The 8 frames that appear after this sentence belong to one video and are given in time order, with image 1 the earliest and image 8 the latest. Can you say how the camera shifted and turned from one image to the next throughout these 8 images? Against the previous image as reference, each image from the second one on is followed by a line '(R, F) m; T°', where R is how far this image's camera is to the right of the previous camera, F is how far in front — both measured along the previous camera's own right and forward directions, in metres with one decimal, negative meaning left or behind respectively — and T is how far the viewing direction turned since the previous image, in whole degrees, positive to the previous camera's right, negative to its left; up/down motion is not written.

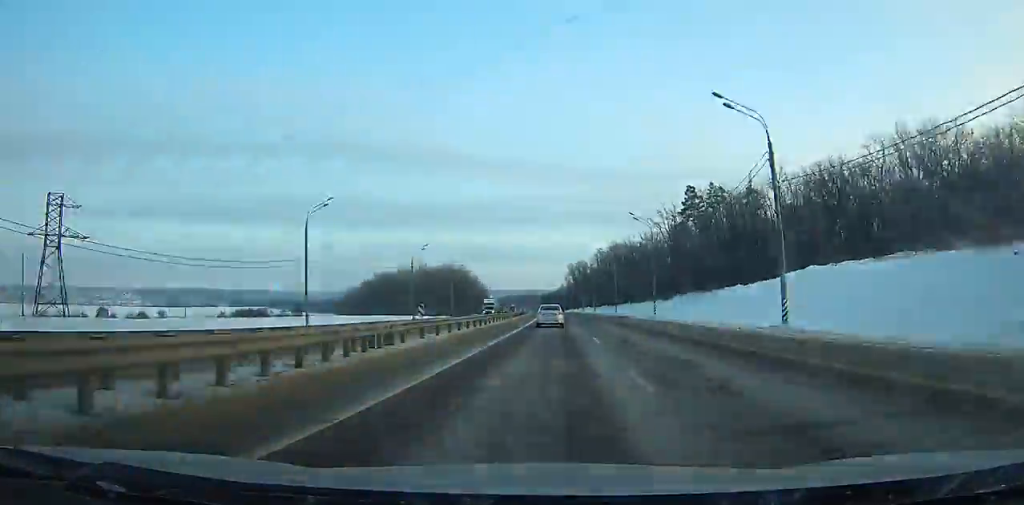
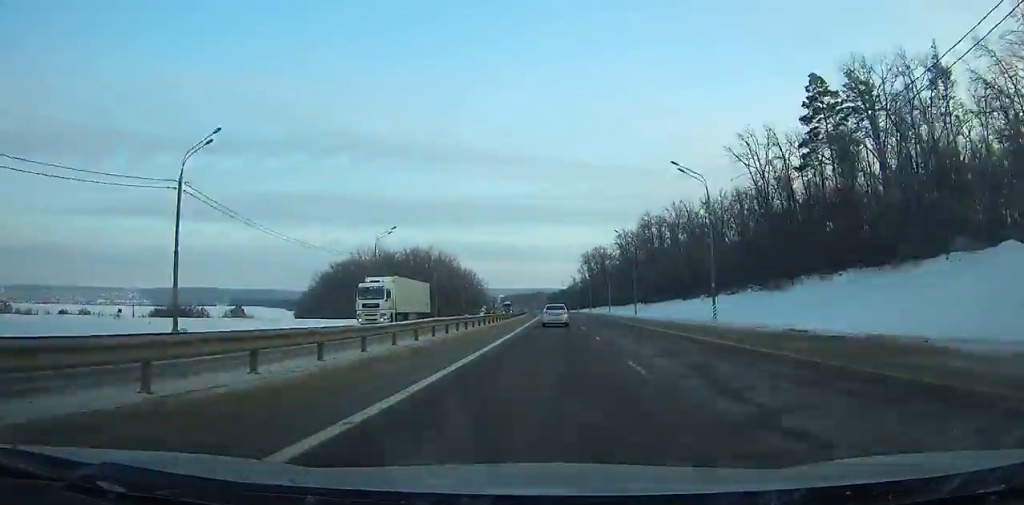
(-0.4, +58.5) m; -1°
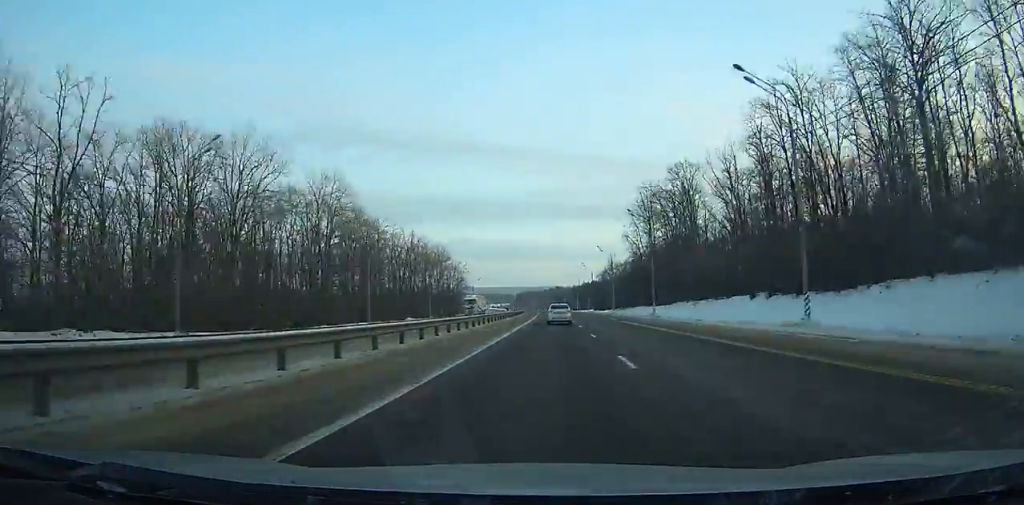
(-2.4, +118.3) m; -2°
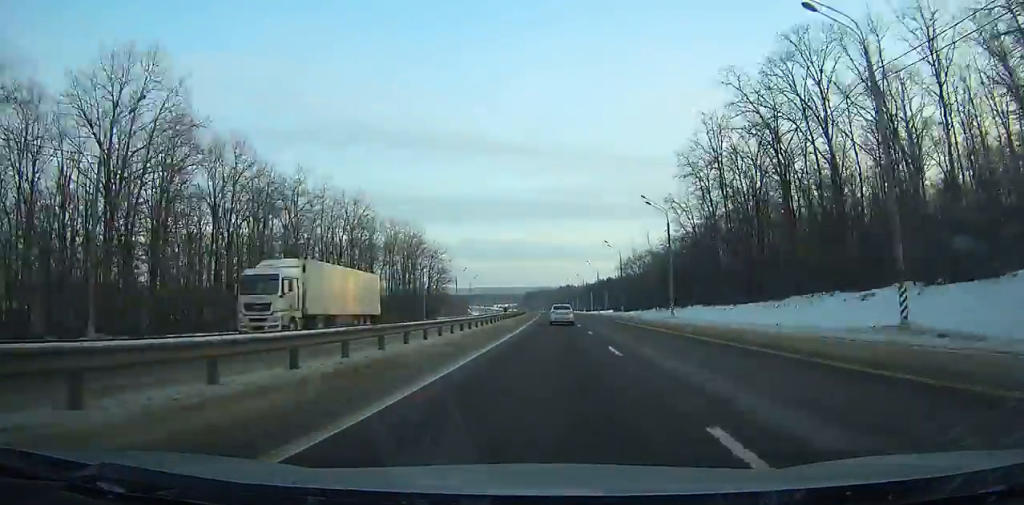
(-0.1, +44.0) m; -1°
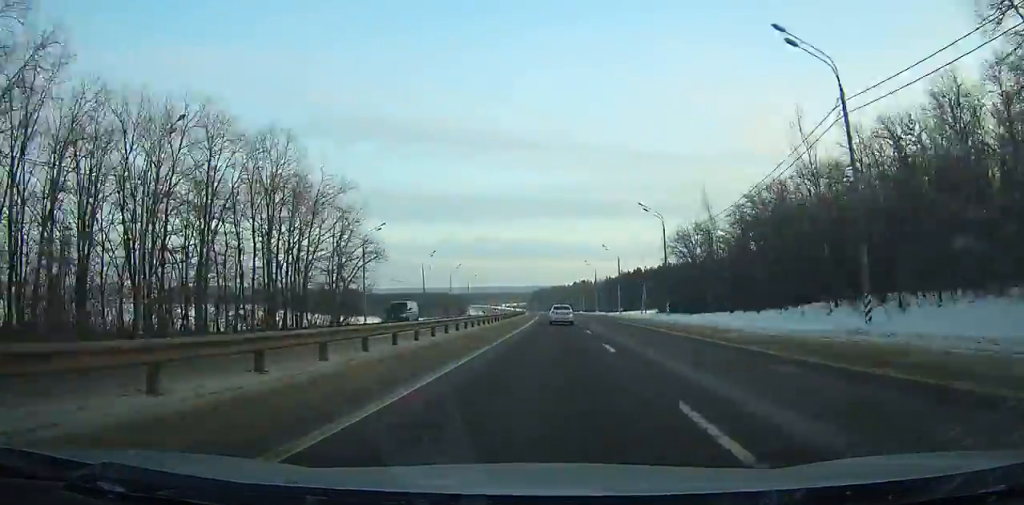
(-1.1, +70.0) m; -1°
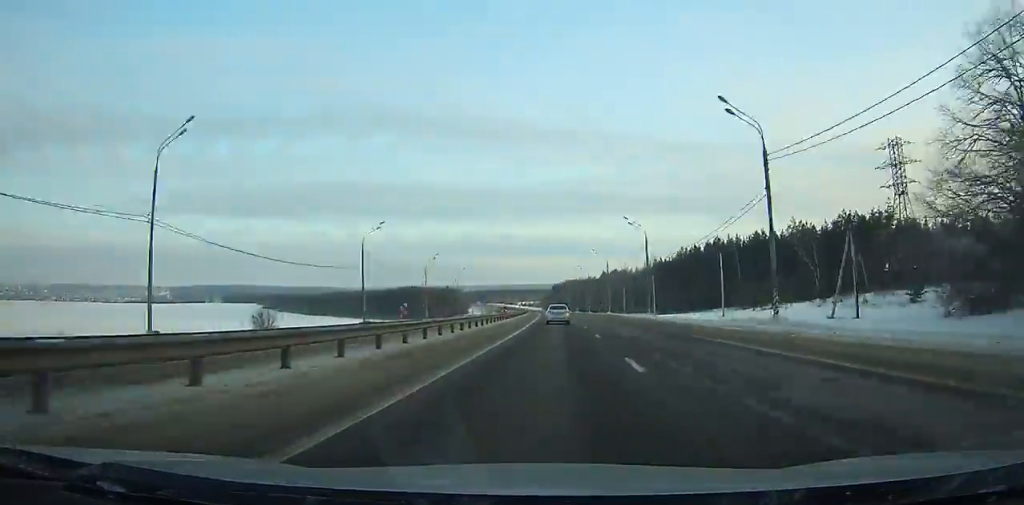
(-1.6, +99.6) m; -2°
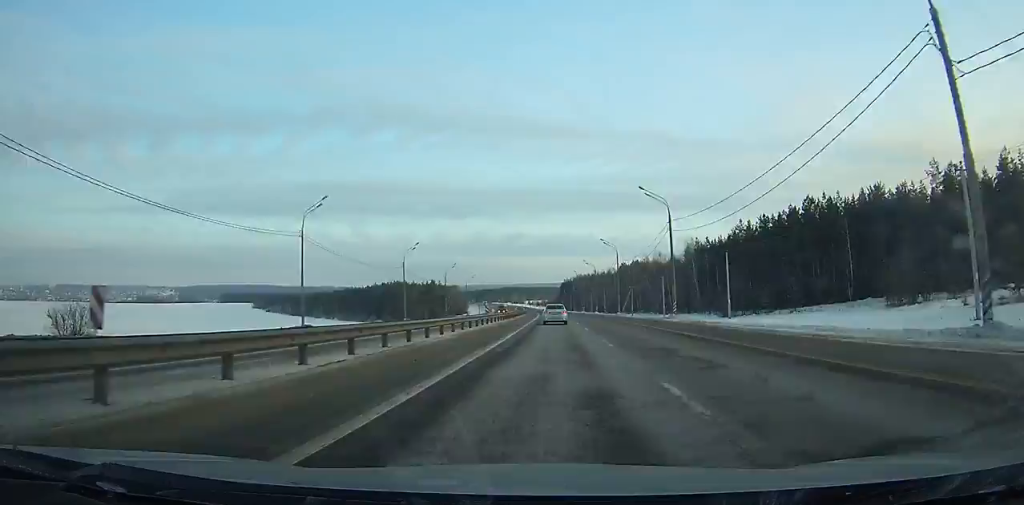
(-0.4, +51.6) m; -1°
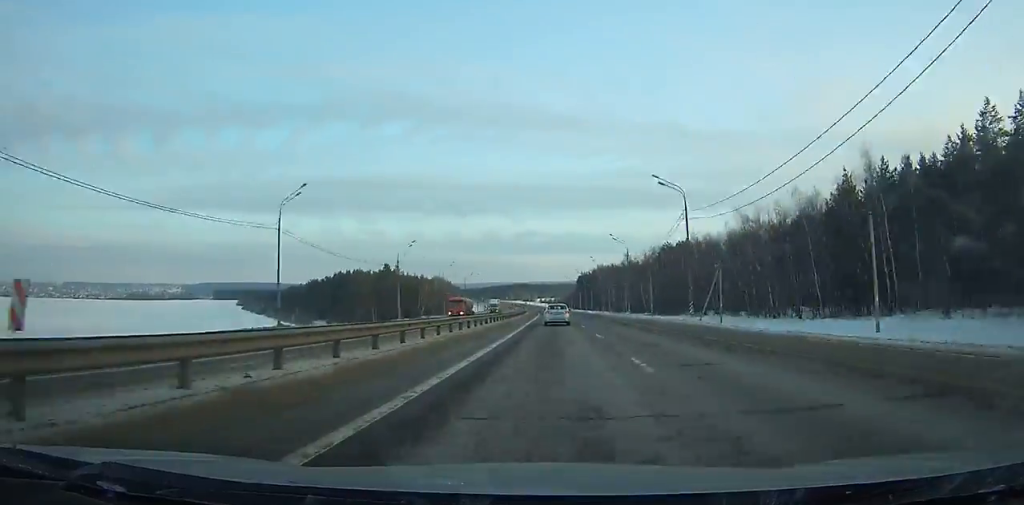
(-0.8, +77.7) m; -1°
